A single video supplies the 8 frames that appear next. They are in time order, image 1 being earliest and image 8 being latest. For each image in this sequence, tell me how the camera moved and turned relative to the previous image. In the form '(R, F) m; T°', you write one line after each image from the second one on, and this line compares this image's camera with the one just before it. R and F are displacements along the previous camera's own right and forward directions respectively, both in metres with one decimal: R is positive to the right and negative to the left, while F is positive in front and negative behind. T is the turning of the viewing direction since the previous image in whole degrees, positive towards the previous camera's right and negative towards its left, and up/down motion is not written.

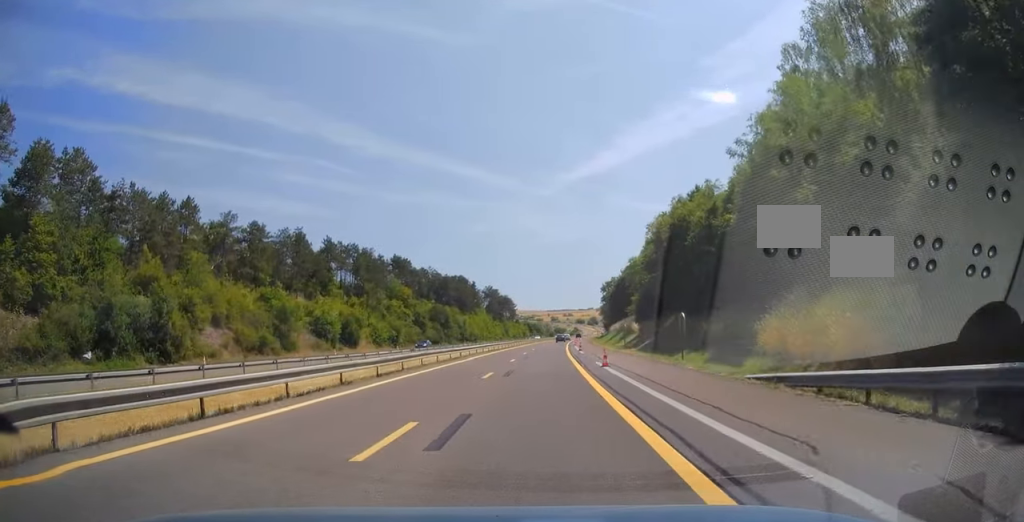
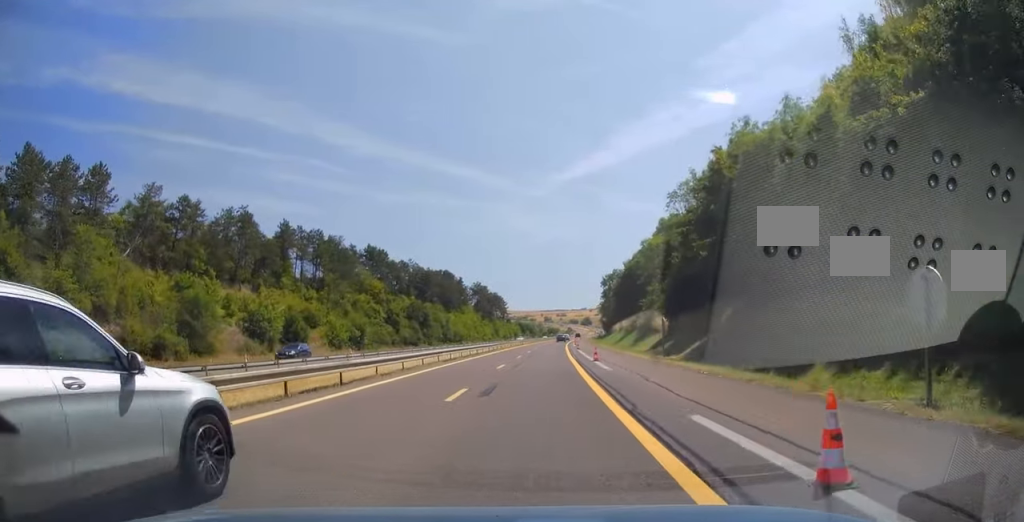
(+0.1, +19.8) m; +1°
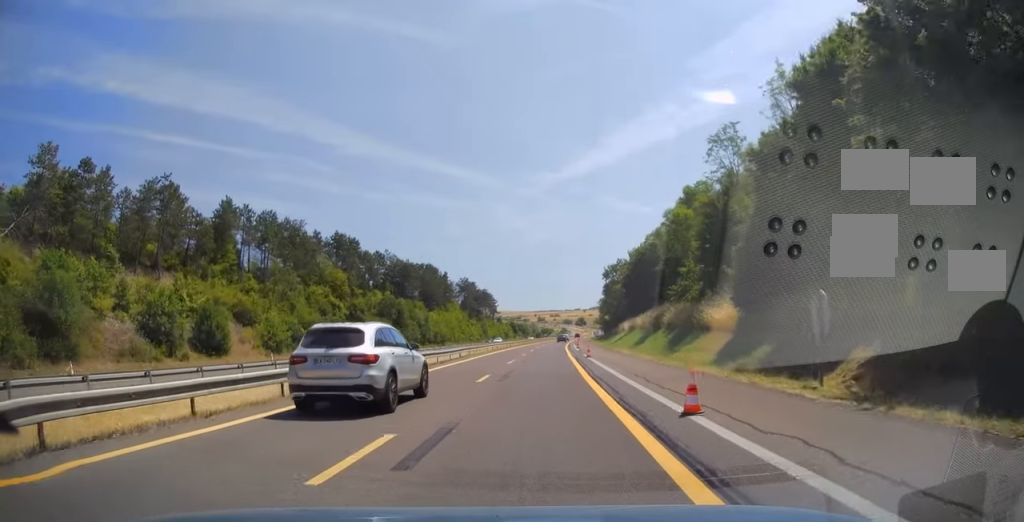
(-0.1, +20.3) m; +1°
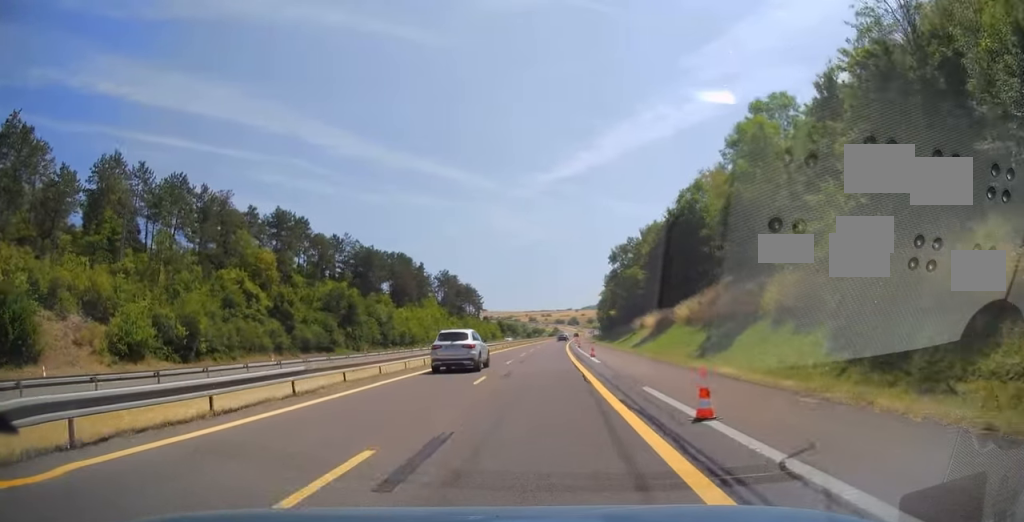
(+0.5, +27.4) m; +1°
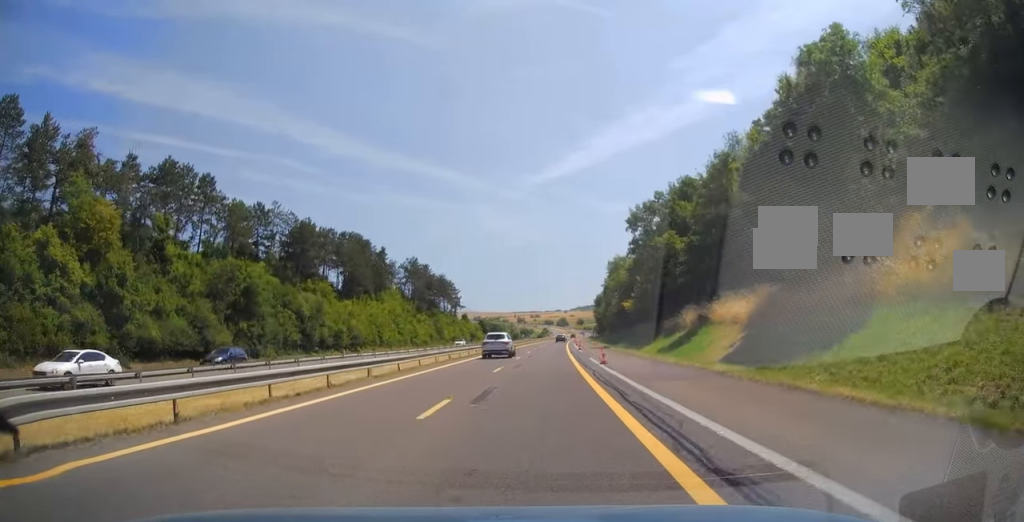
(0.0, +33.1) m; 0°
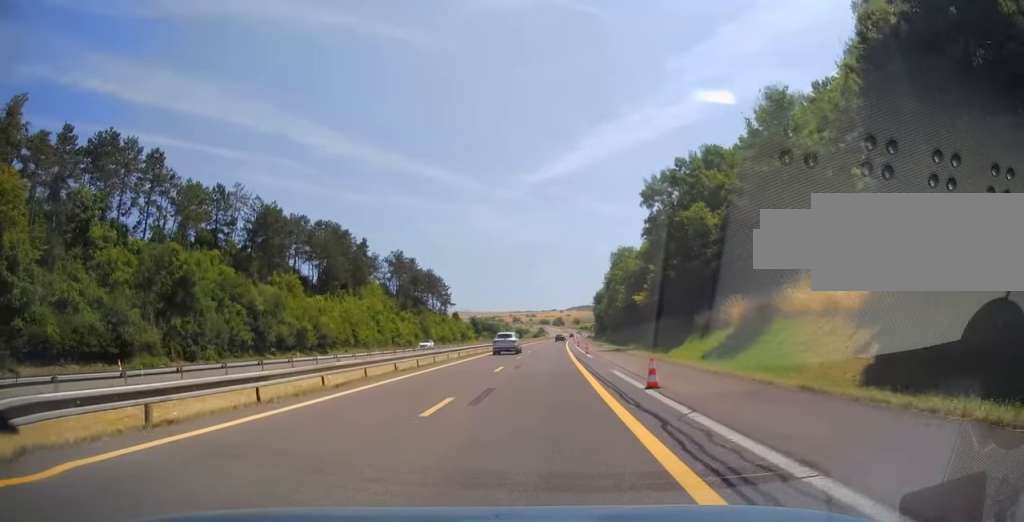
(-0.1, +12.8) m; 0°
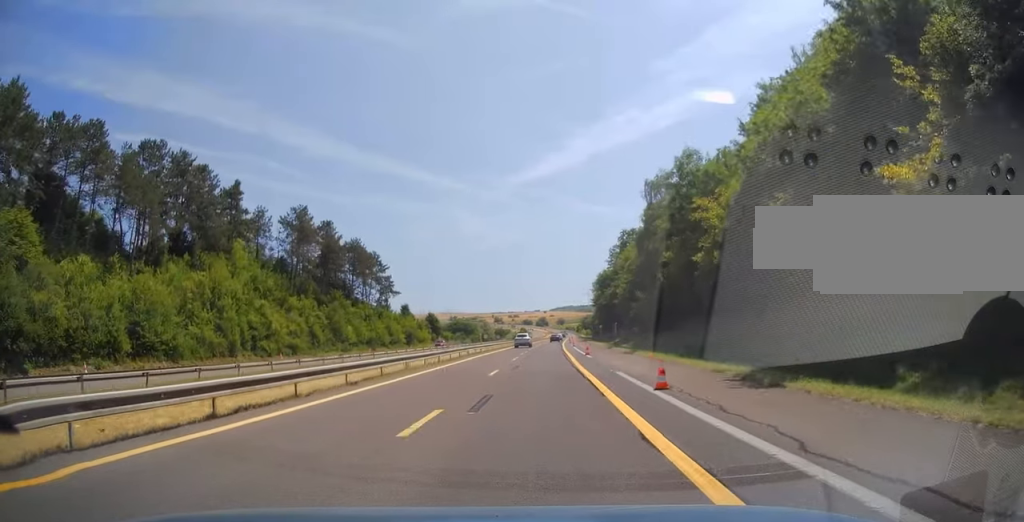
(+1.0, +54.1) m; +2°
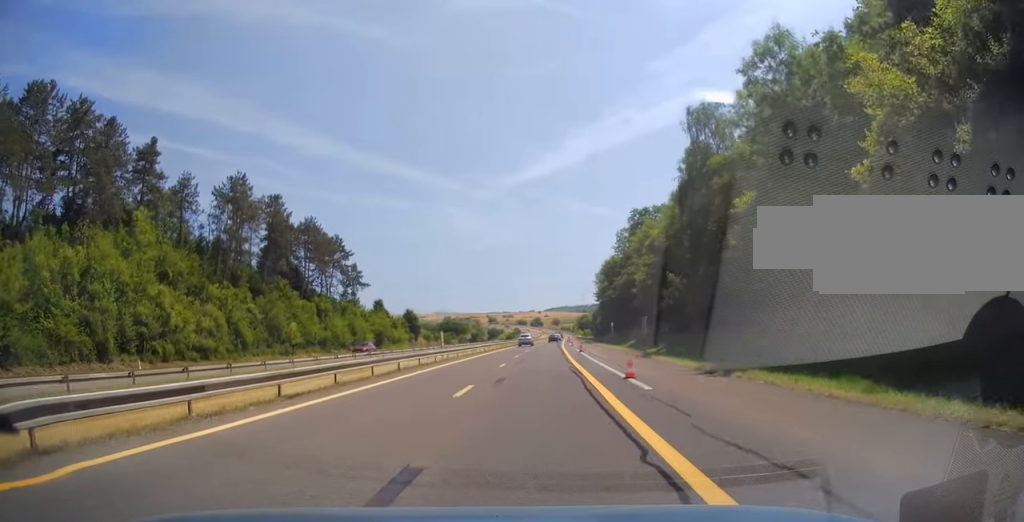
(+0.3, +20.6) m; 0°
